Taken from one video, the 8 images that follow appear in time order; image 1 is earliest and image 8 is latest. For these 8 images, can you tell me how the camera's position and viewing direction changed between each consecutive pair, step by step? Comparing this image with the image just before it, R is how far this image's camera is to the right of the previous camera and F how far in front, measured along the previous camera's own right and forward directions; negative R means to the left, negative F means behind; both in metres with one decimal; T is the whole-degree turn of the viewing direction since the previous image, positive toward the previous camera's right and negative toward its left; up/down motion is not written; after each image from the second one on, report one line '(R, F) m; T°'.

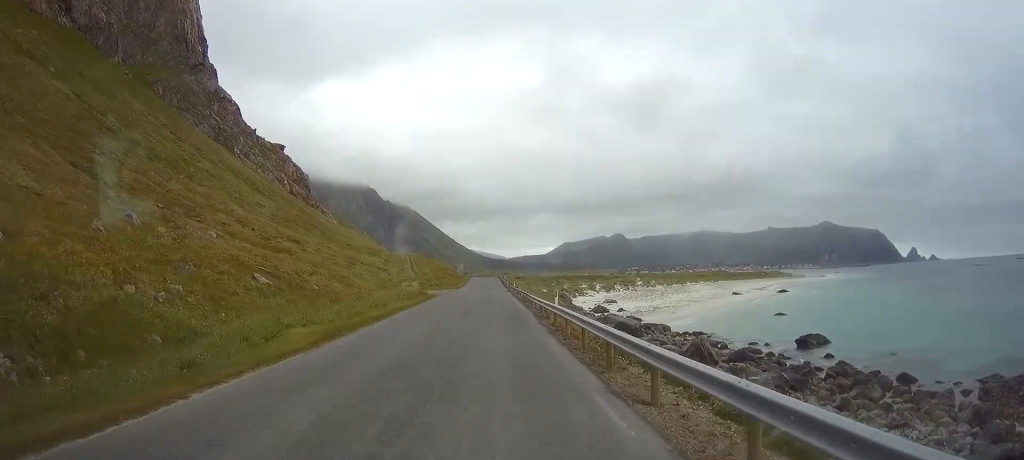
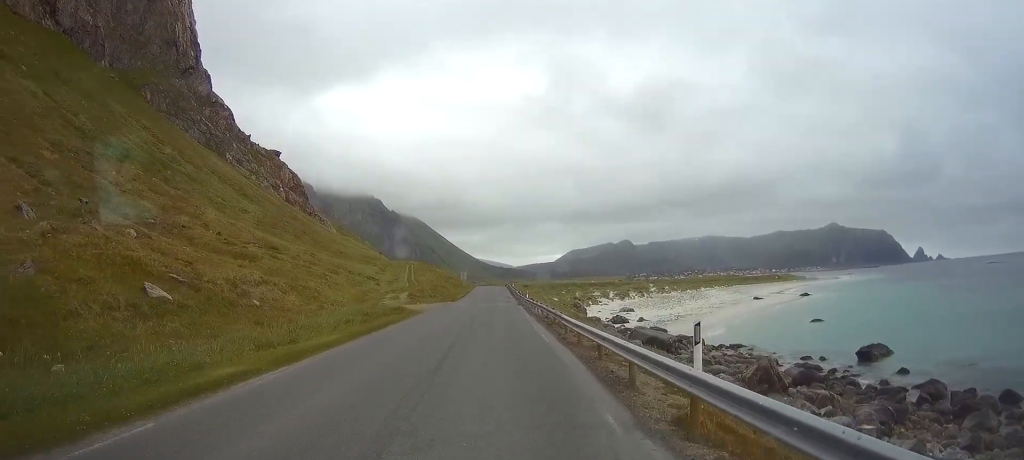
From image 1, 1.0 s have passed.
(0.0, +18.8) m; 0°
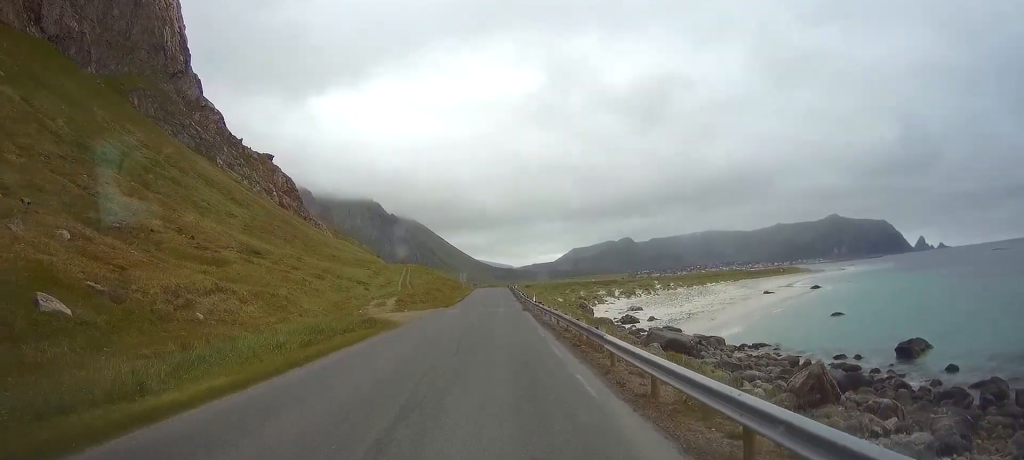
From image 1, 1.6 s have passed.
(0.0, +10.4) m; 0°
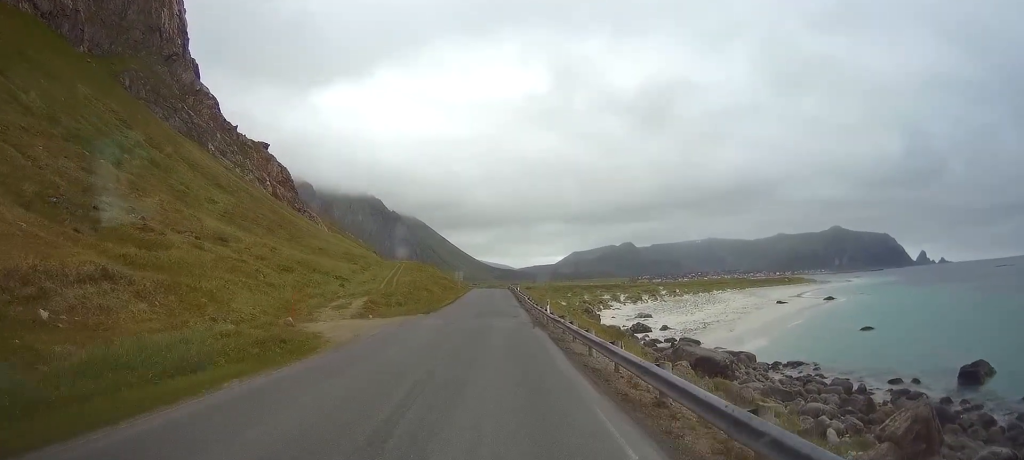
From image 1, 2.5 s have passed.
(0.0, +16.5) m; 0°
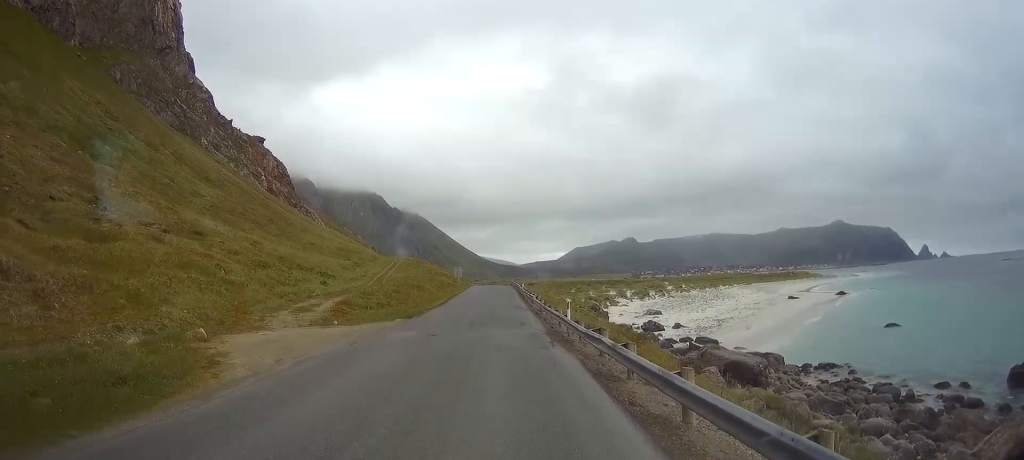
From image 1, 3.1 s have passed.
(-0.1, +10.5) m; 0°
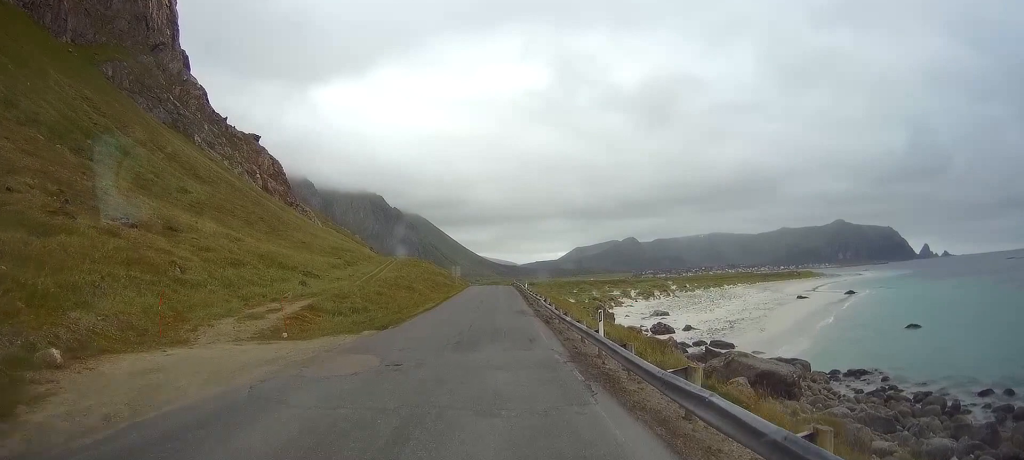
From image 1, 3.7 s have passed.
(+0.1, +8.7) m; 0°
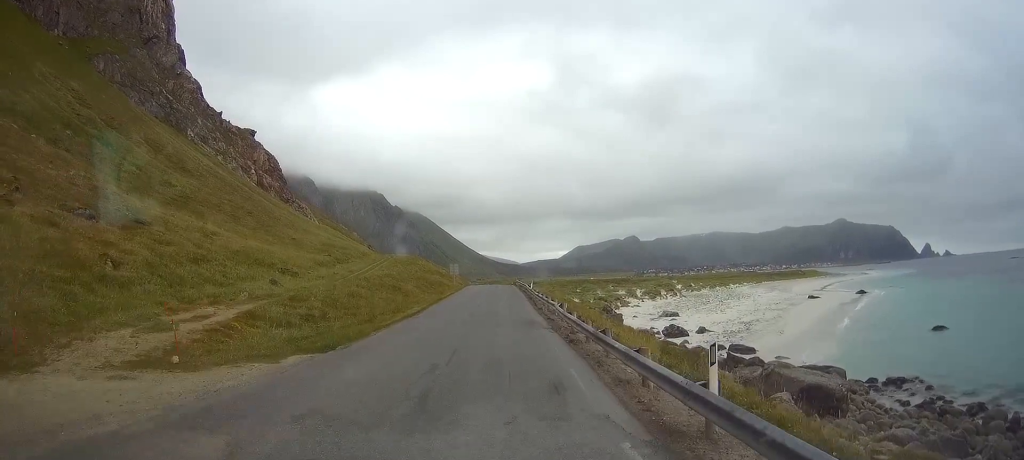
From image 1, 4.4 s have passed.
(+0.1, +9.8) m; -1°
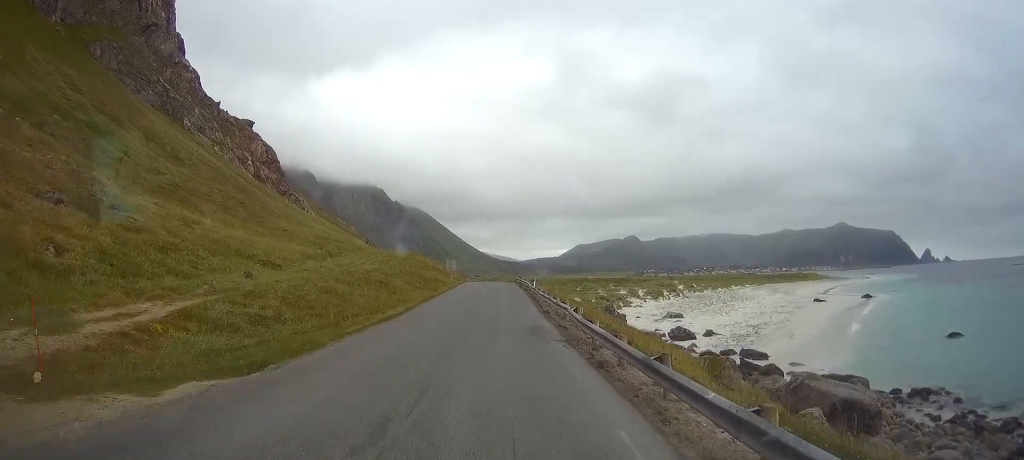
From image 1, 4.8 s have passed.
(-0.1, +6.0) m; -1°
